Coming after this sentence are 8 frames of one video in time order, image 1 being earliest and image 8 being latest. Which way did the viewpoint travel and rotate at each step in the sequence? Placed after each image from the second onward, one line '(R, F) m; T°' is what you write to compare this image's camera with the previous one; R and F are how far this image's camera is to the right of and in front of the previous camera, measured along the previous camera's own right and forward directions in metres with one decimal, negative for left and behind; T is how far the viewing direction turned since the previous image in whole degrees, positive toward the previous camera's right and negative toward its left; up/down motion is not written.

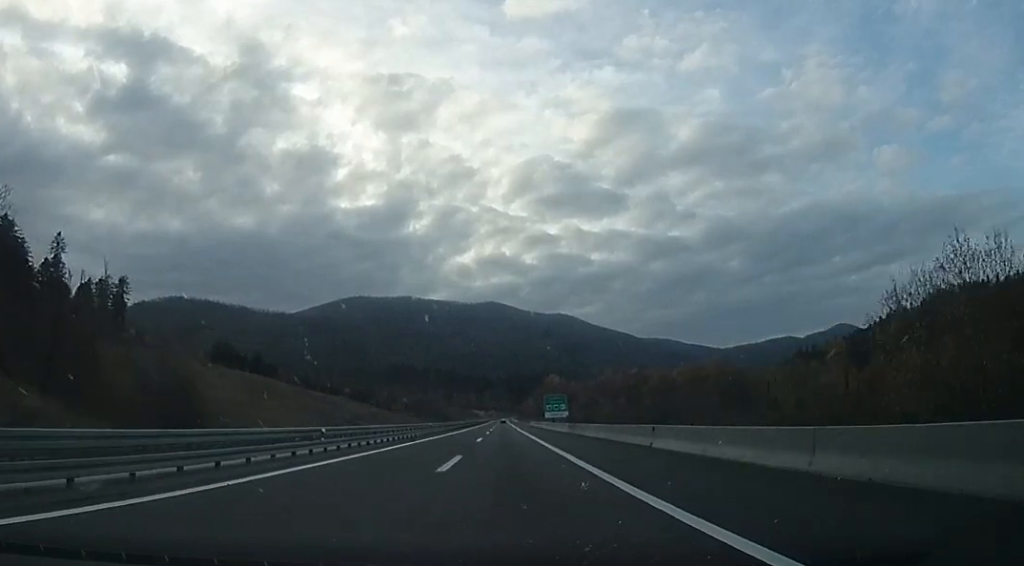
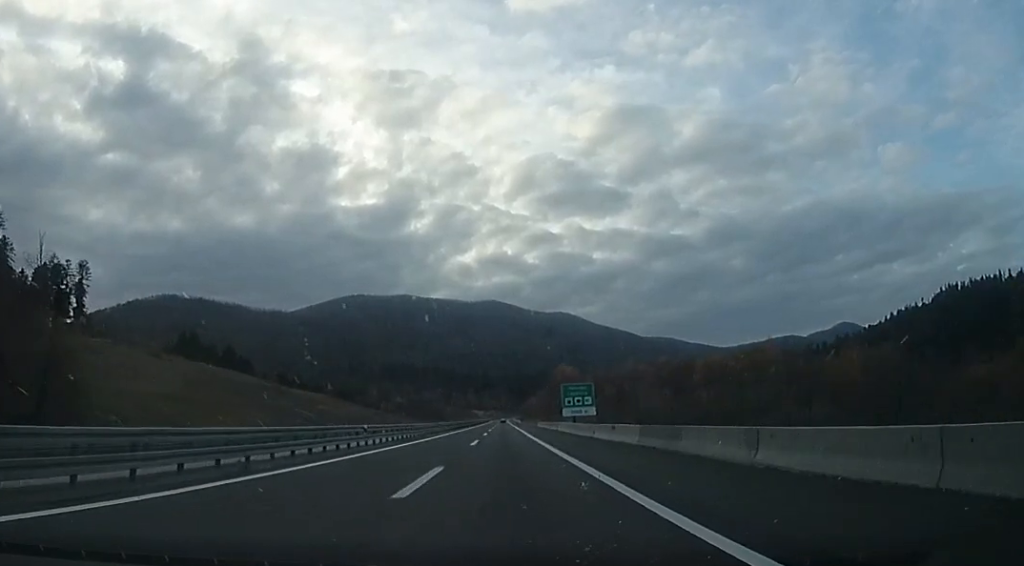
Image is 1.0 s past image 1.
(-0.1, +27.8) m; 0°
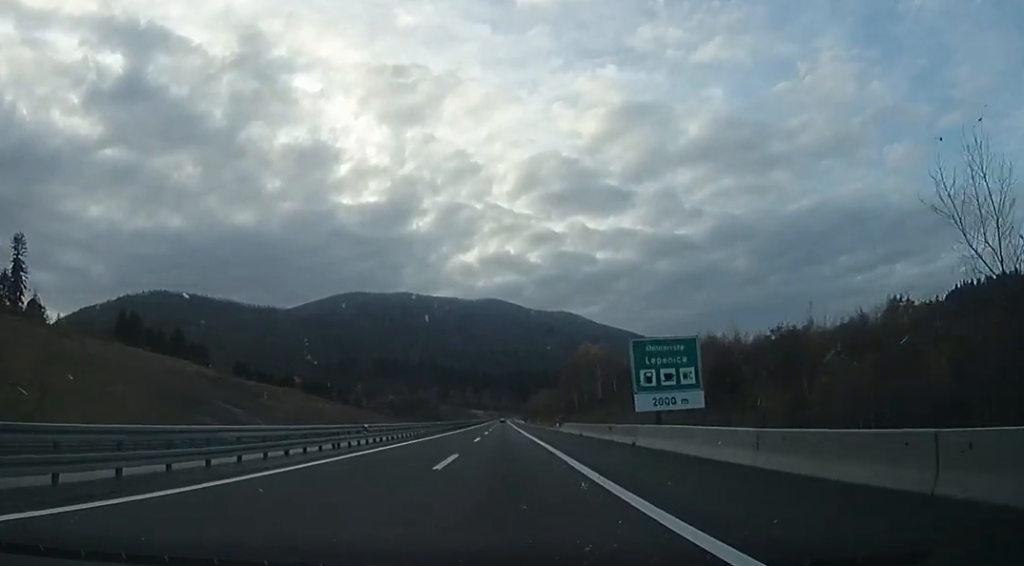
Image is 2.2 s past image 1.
(+0.8, +36.2) m; +3°
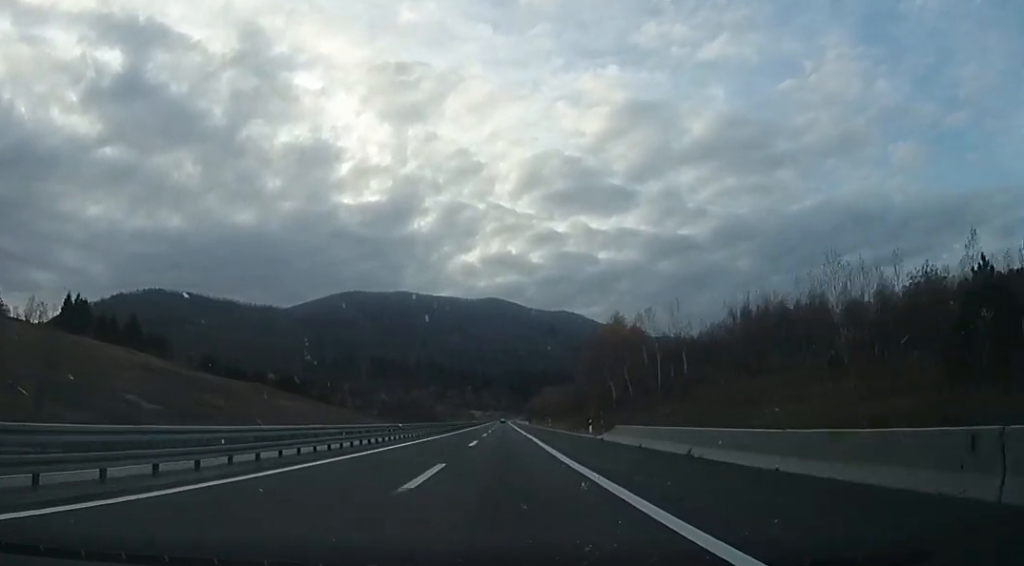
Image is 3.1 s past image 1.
(+0.9, +25.2) m; 0°
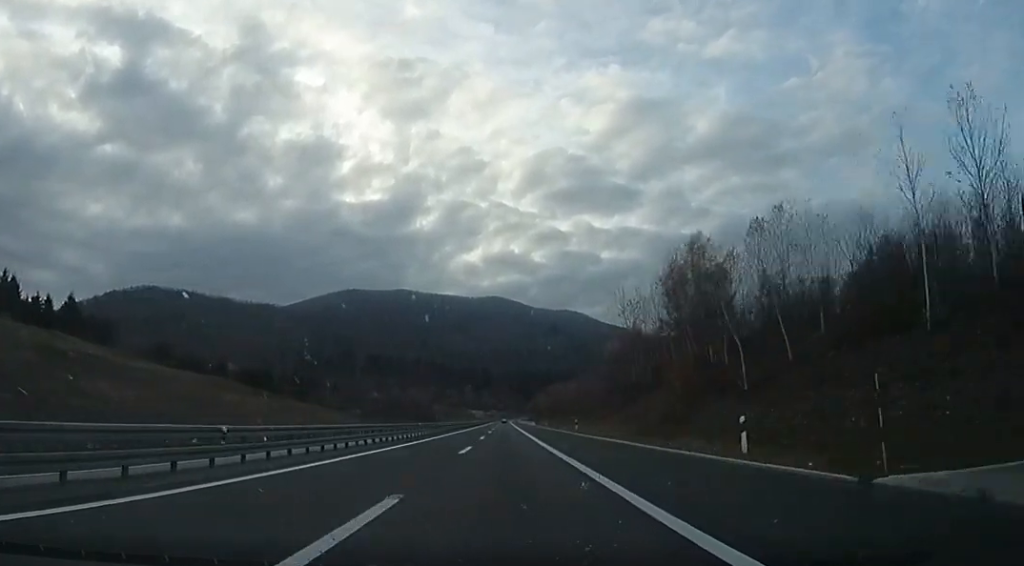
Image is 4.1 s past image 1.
(-1.2, +27.1) m; -3°
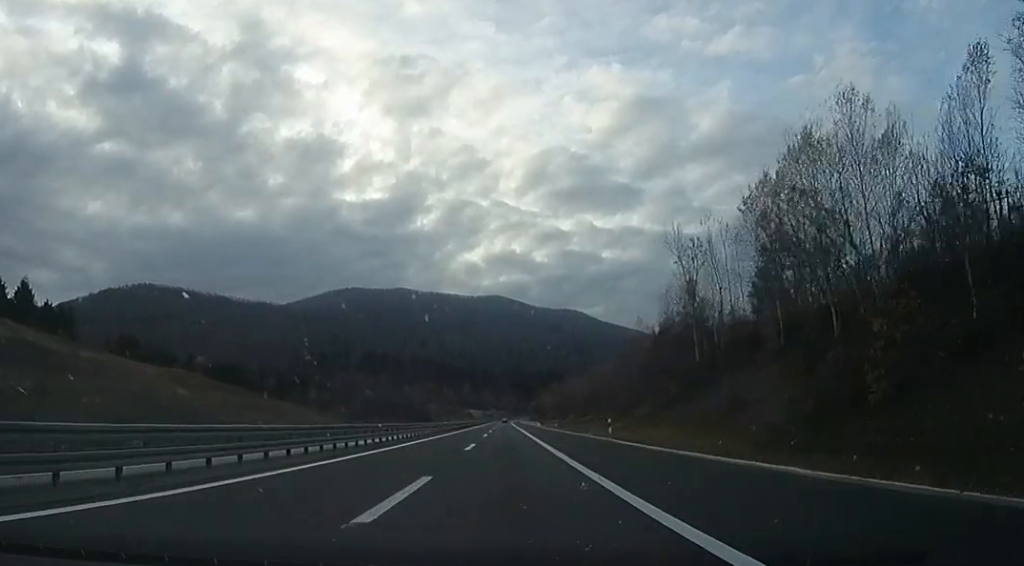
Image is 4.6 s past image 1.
(0.0, +16.1) m; 0°
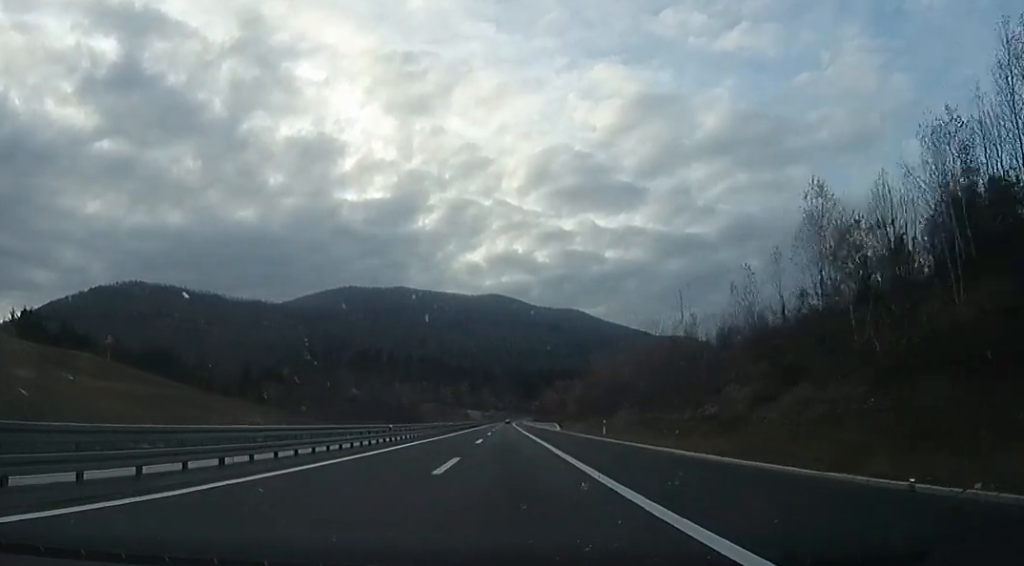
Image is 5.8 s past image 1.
(0.0, +33.1) m; 0°
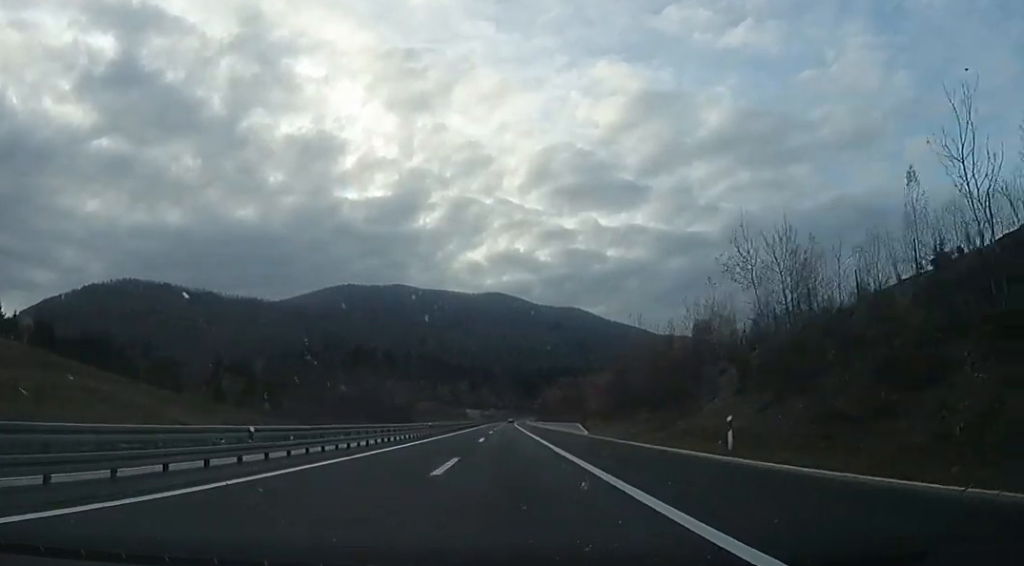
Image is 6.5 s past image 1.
(0.0, +20.8) m; +2°
